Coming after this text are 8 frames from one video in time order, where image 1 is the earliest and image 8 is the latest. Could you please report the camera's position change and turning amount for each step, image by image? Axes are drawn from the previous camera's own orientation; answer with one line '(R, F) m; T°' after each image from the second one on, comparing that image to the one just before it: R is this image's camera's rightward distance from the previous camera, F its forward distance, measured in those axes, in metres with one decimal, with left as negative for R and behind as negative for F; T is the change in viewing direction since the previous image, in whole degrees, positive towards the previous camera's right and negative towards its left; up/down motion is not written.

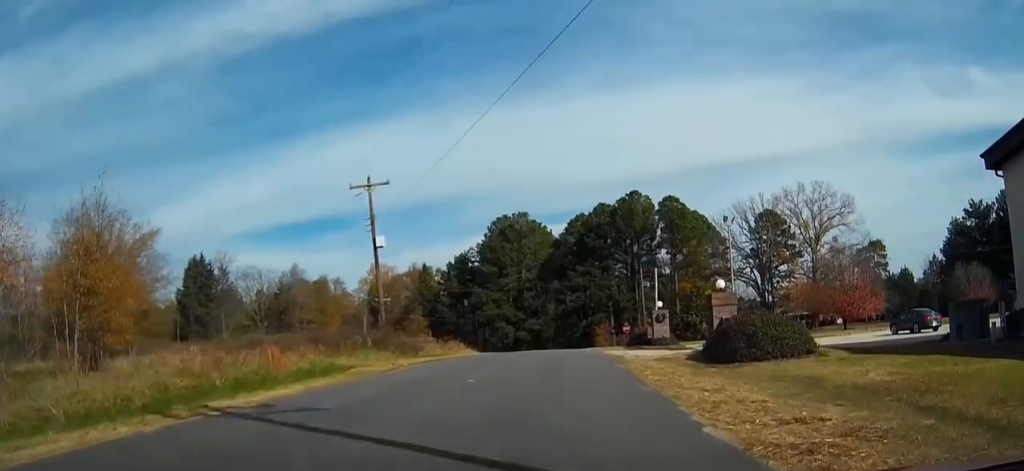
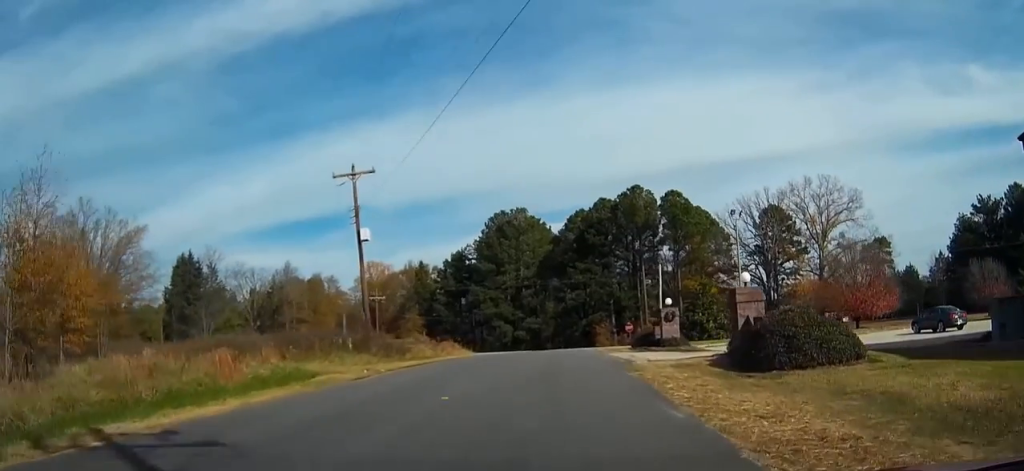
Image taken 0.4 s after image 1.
(0.0, +3.2) m; 0°
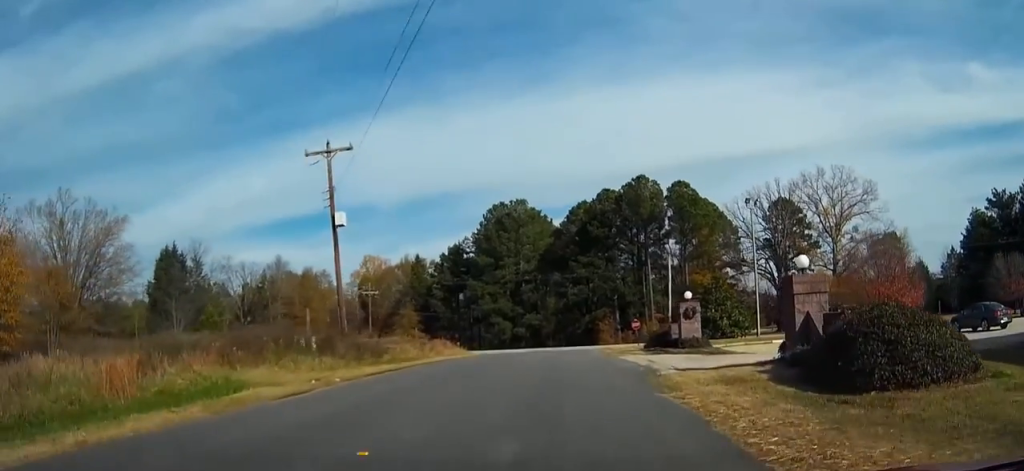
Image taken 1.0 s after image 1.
(-0.1, +4.7) m; 0°
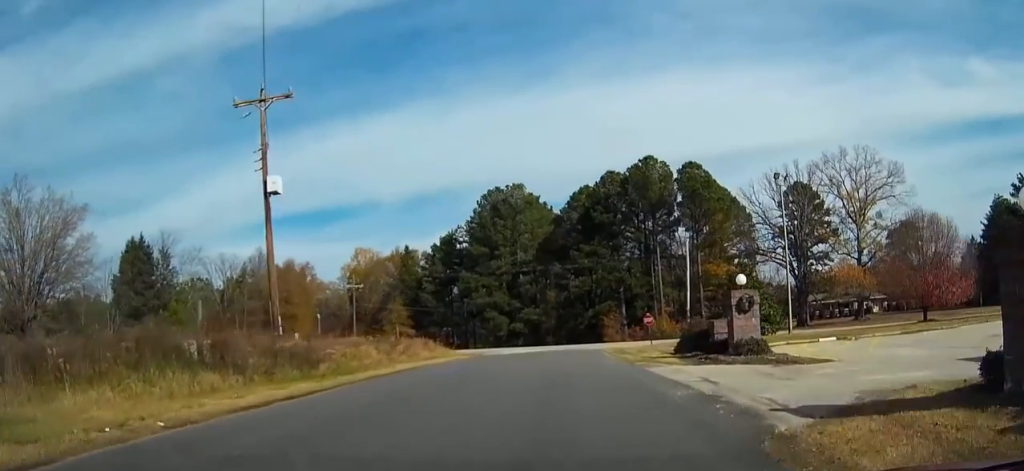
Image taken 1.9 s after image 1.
(0.0, +8.4) m; 0°
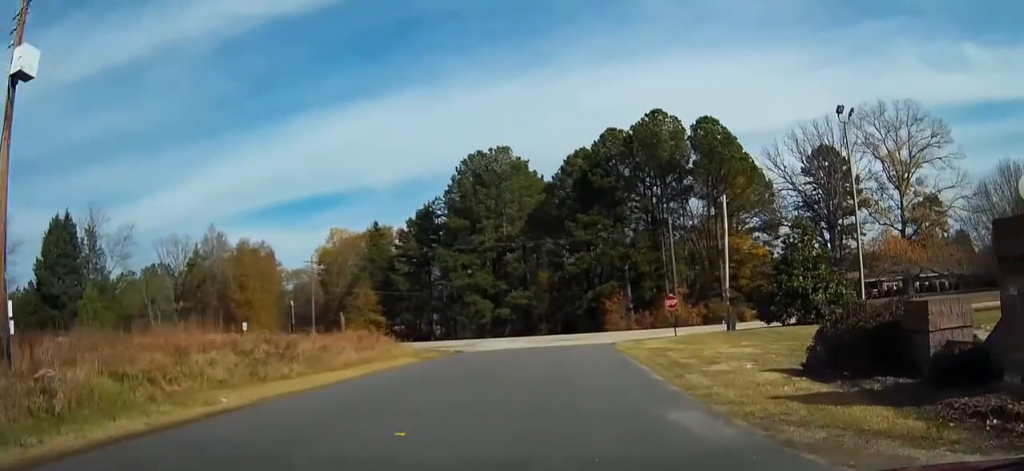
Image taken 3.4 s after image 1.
(-0.1, +14.2) m; 0°
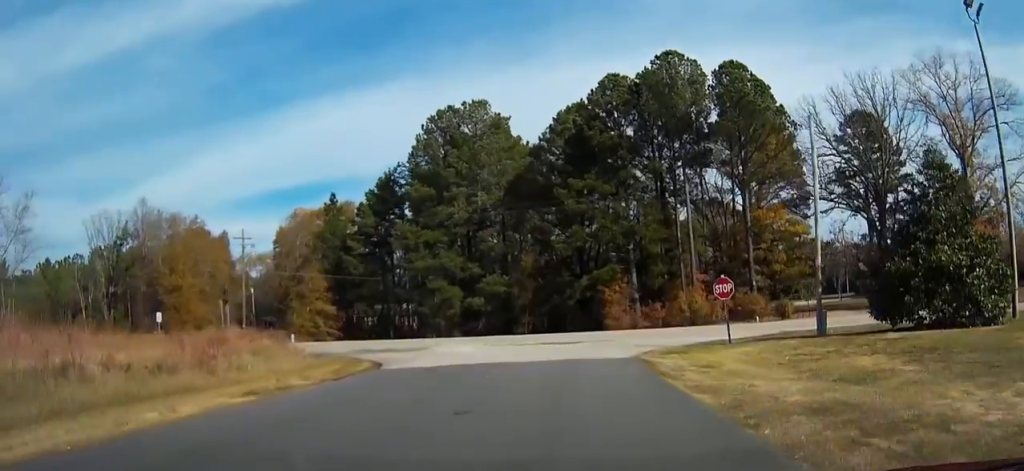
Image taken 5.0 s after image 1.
(+0.1, +15.8) m; 0°
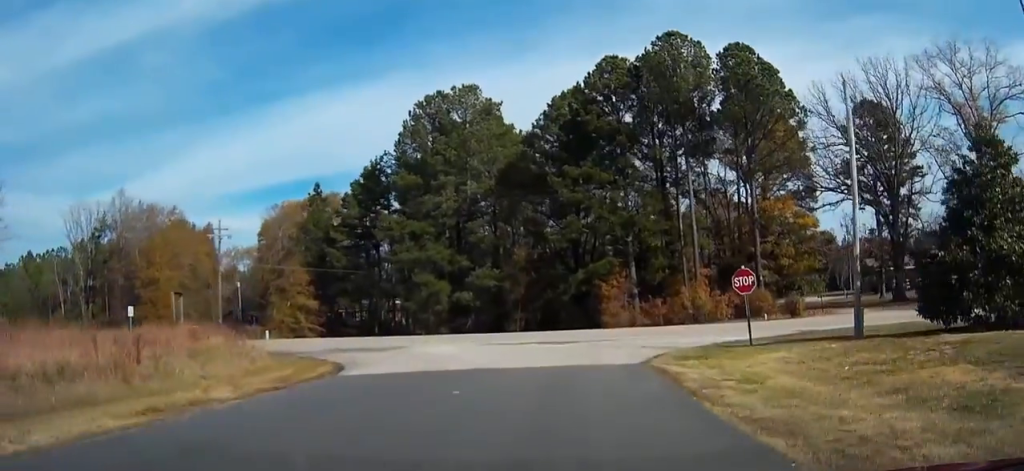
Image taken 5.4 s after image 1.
(0.0, +3.6) m; 0°
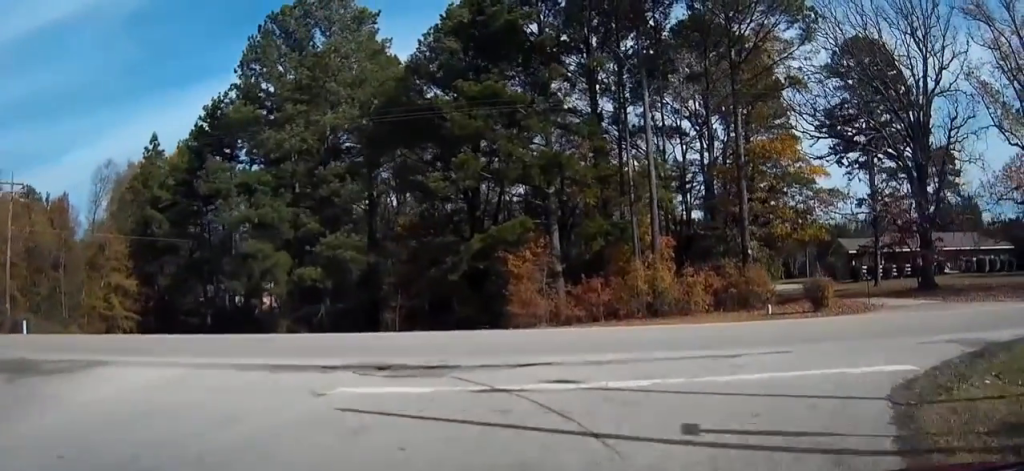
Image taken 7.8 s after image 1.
(+0.5, +18.7) m; +7°
